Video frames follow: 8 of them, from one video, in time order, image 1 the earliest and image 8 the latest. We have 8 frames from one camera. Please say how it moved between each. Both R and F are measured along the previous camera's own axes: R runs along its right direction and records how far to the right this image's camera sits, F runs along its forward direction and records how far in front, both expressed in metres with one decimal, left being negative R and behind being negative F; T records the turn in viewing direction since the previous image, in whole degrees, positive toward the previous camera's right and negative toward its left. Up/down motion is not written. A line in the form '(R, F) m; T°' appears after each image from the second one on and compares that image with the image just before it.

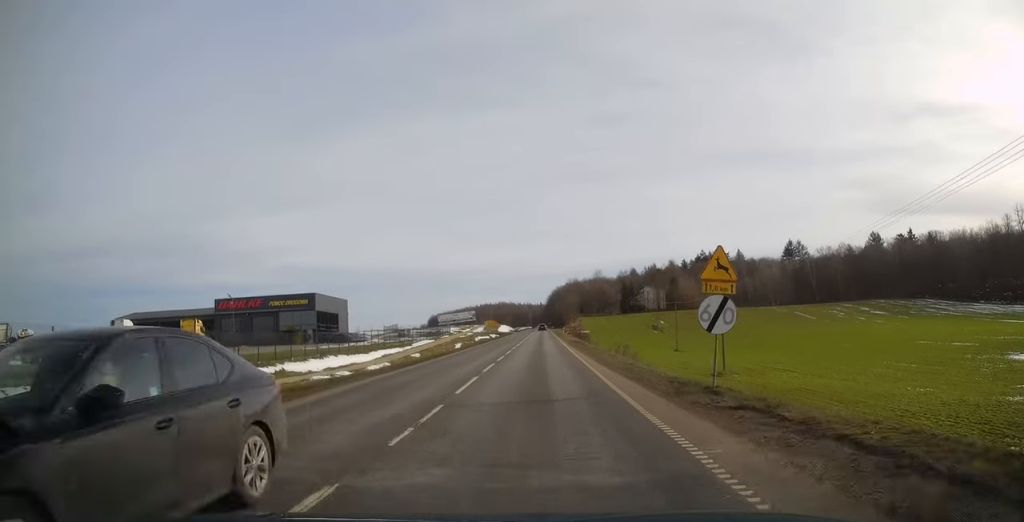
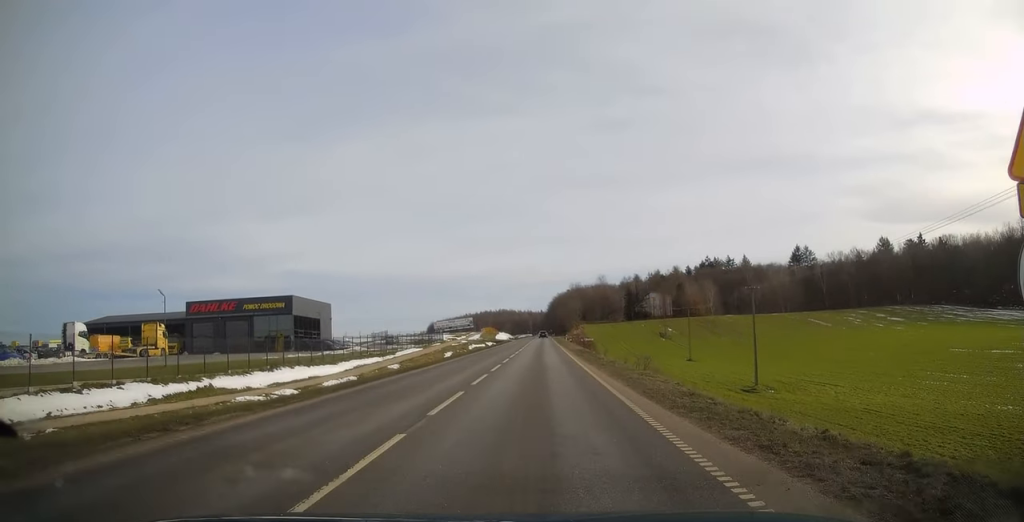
(0.0, +8.9) m; 0°
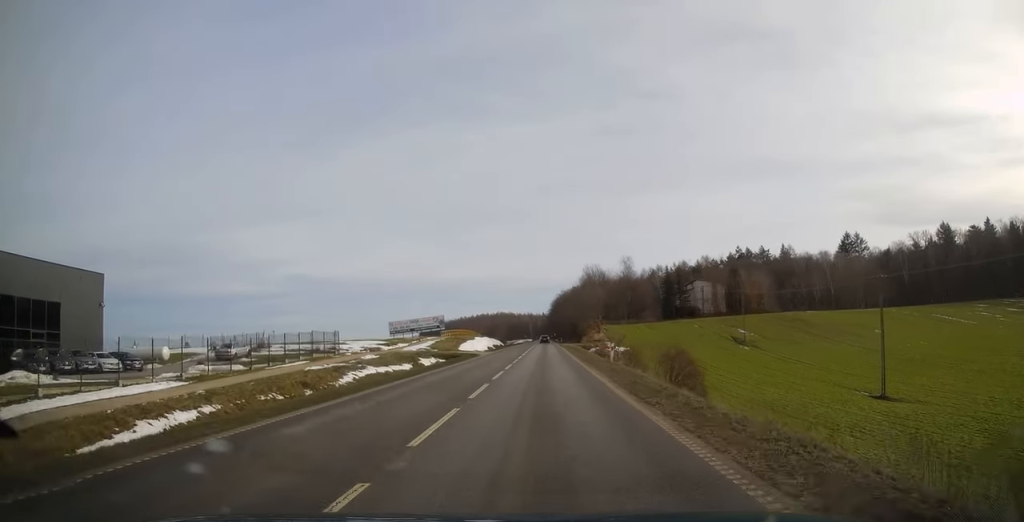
(-0.6, +54.2) m; -1°
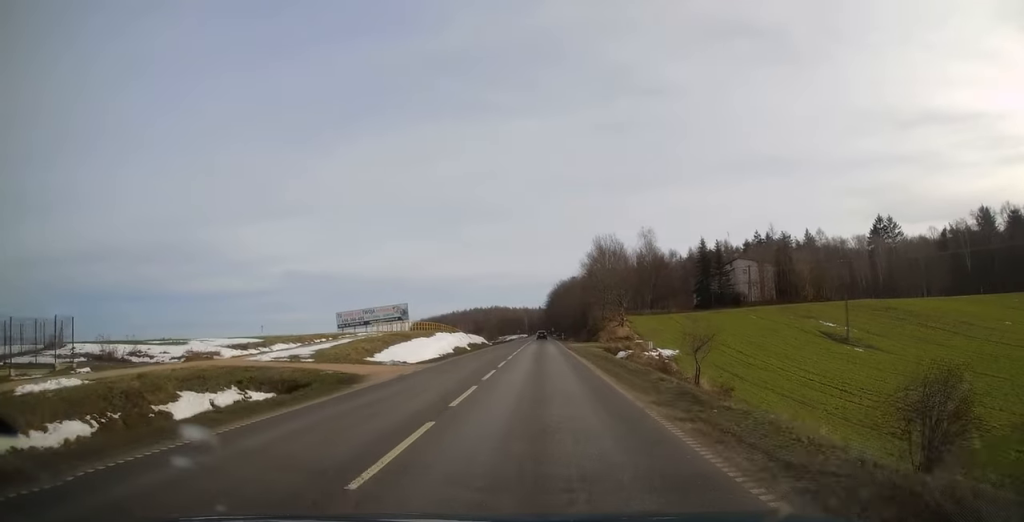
(0.0, +31.7) m; 0°
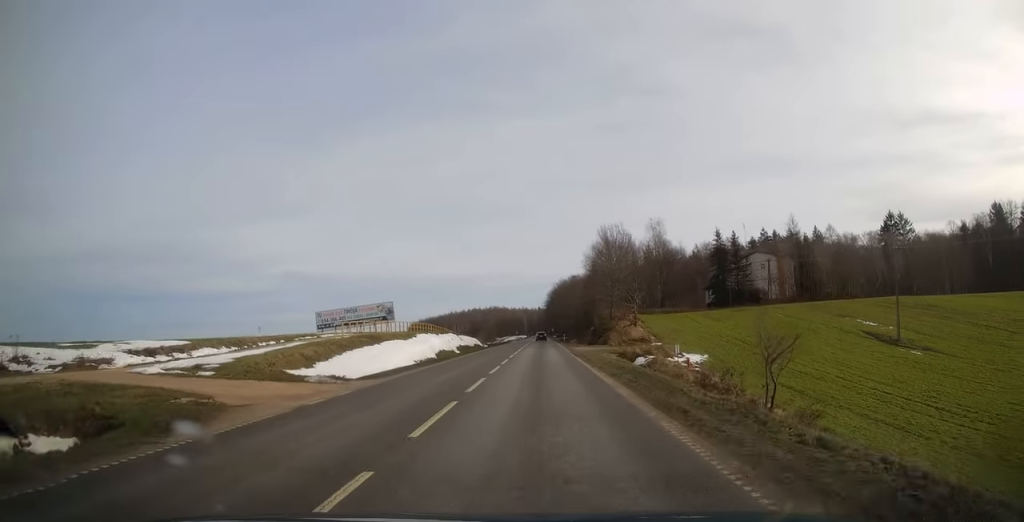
(+0.1, +9.3) m; 0°
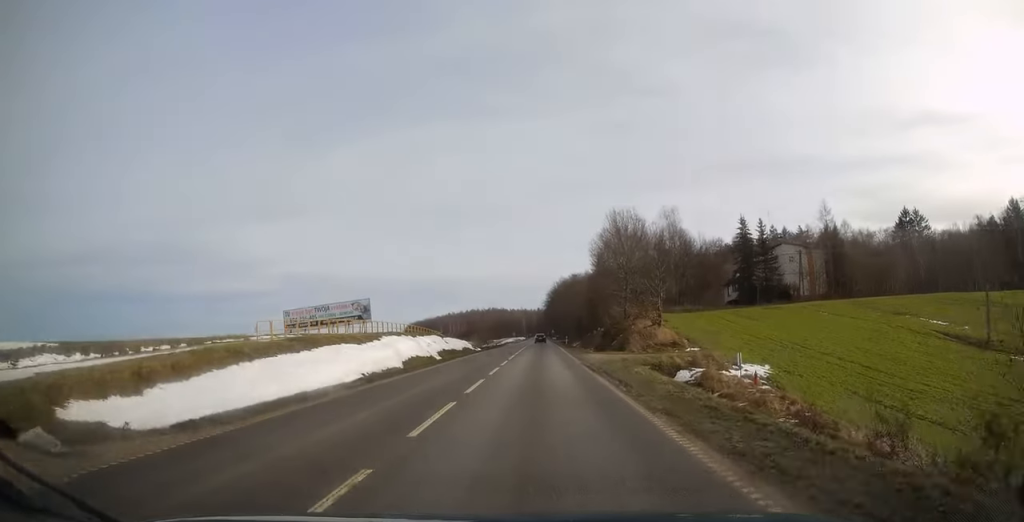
(+0.2, +12.0) m; +1°
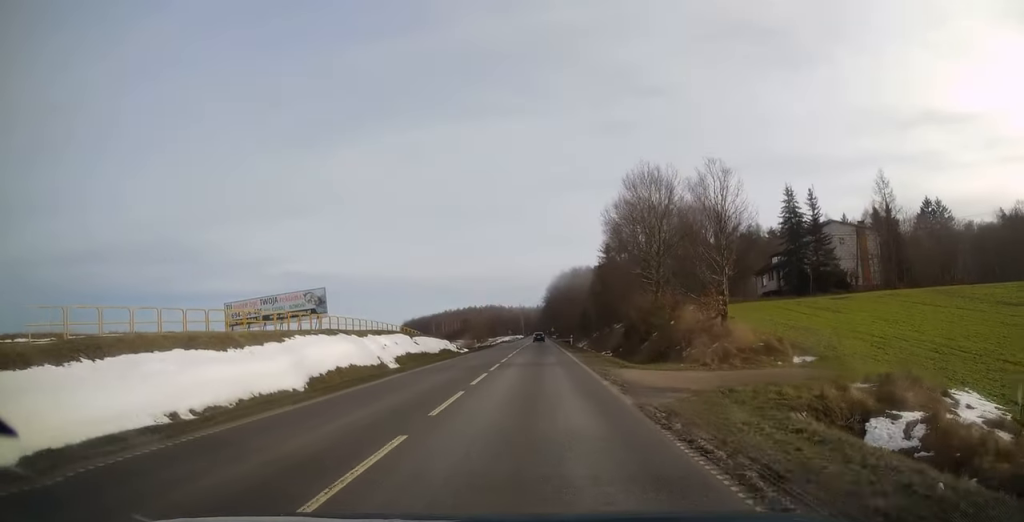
(0.0, +16.1) m; 0°
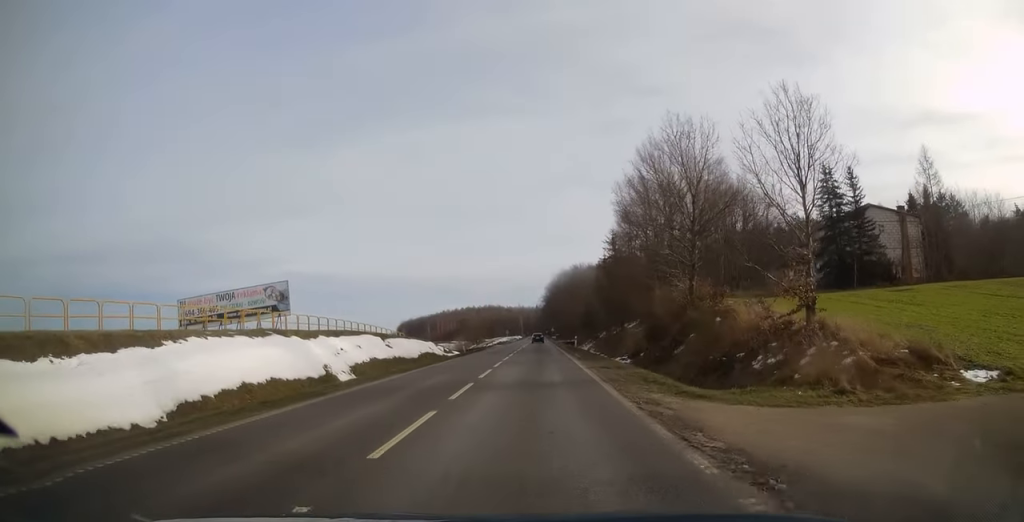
(0.0, +9.4) m; 0°
